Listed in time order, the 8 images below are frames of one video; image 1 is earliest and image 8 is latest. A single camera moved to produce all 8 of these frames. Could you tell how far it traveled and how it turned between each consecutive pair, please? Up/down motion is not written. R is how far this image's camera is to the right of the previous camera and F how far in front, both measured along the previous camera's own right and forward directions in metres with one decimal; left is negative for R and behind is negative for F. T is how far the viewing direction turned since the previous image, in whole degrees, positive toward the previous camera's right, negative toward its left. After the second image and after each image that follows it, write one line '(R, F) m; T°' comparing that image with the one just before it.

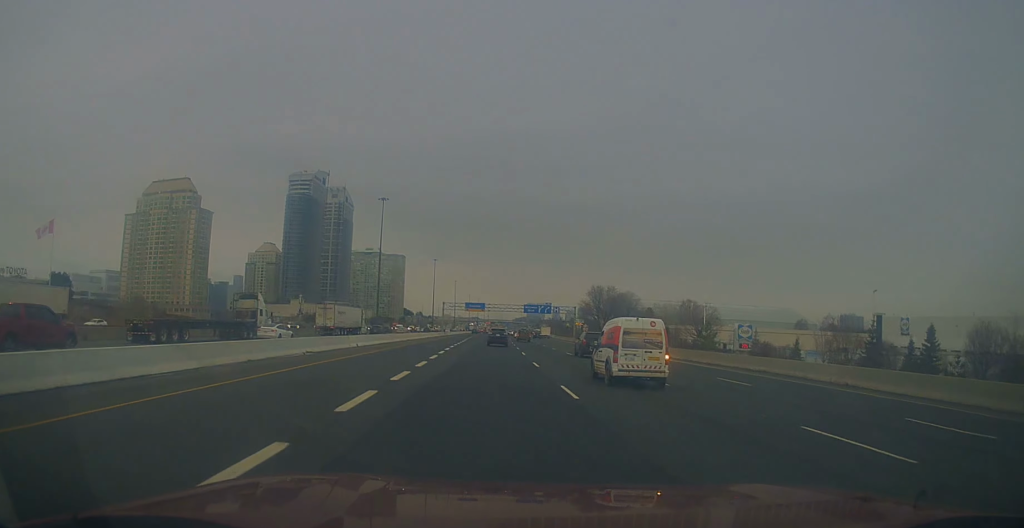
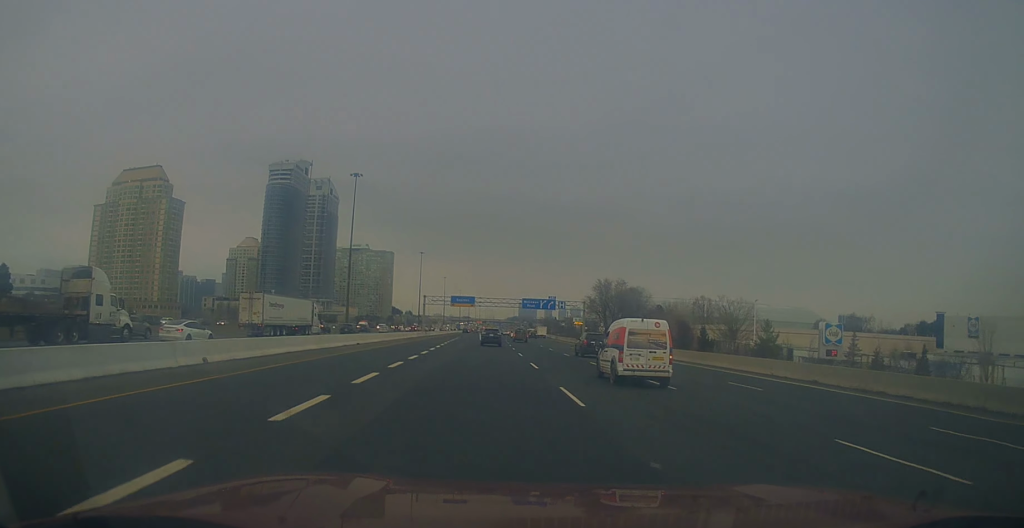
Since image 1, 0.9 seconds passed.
(-0.1, +25.6) m; +1°
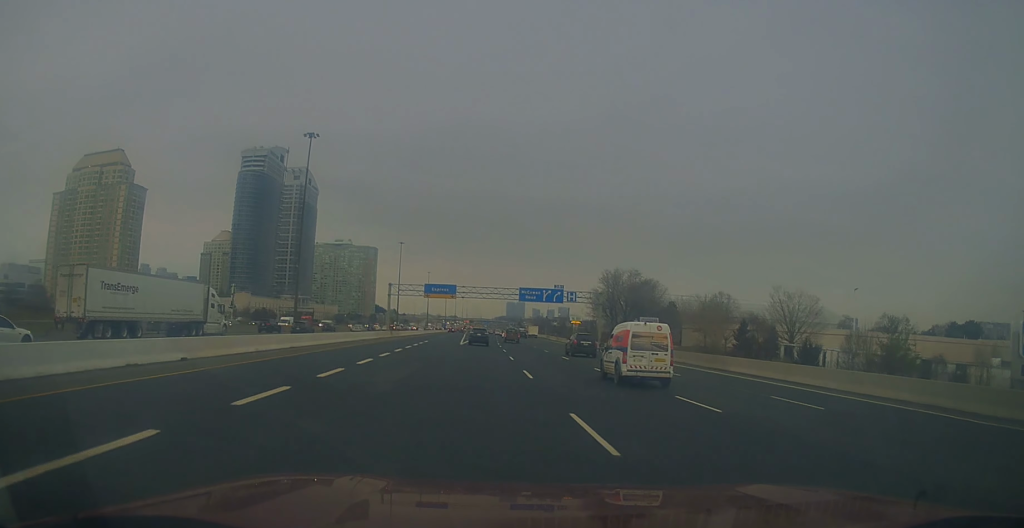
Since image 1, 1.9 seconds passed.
(+0.6, +29.1) m; +1°
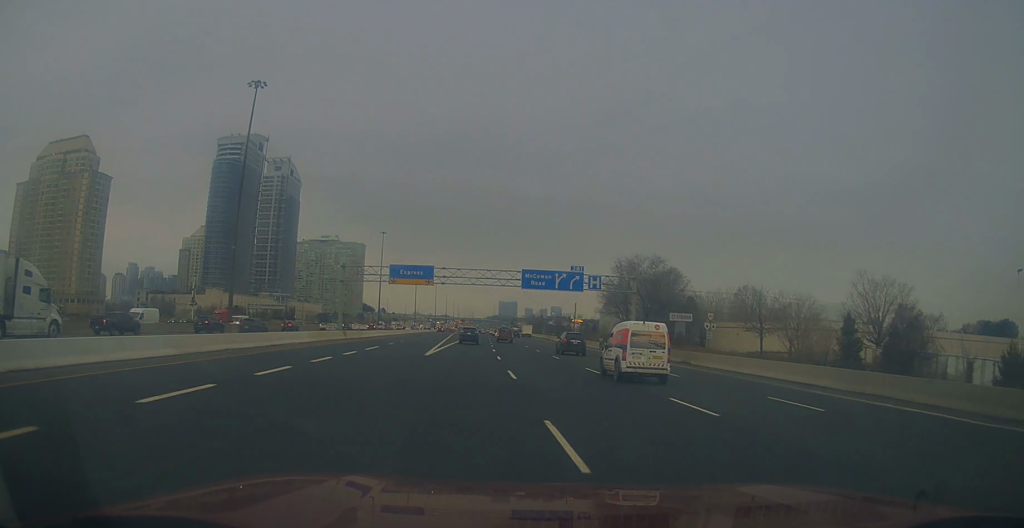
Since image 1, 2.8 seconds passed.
(0.0, +25.2) m; +1°
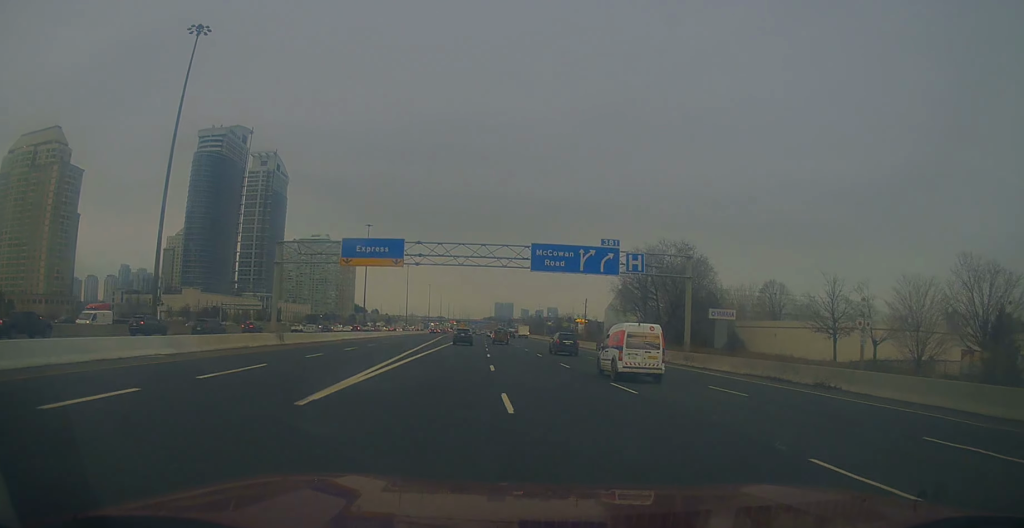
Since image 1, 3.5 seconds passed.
(+0.3, +19.5) m; +1°
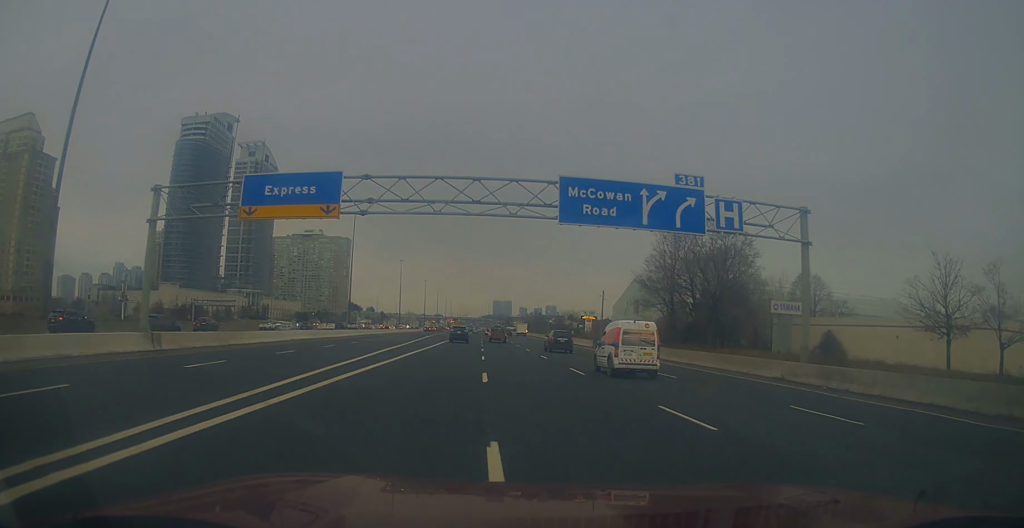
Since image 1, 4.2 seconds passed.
(+0.1, +18.6) m; 0°
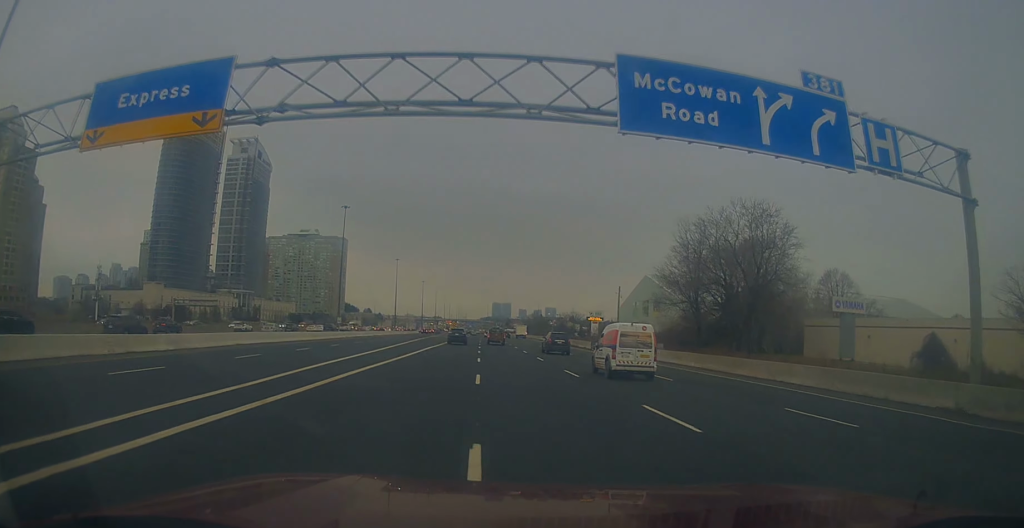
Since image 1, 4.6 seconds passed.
(+0.2, +12.2) m; 0°
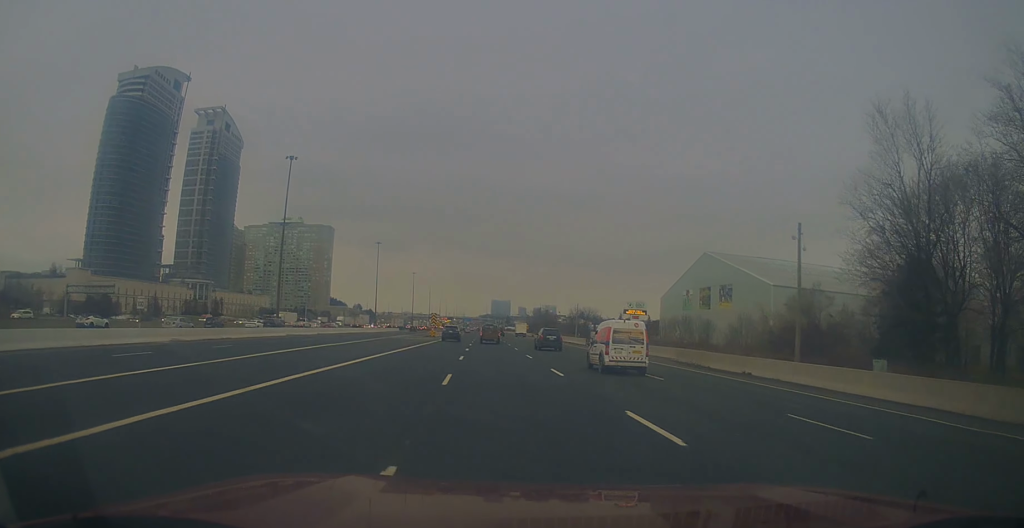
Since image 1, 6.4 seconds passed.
(+0.4, +49.6) m; +2°
